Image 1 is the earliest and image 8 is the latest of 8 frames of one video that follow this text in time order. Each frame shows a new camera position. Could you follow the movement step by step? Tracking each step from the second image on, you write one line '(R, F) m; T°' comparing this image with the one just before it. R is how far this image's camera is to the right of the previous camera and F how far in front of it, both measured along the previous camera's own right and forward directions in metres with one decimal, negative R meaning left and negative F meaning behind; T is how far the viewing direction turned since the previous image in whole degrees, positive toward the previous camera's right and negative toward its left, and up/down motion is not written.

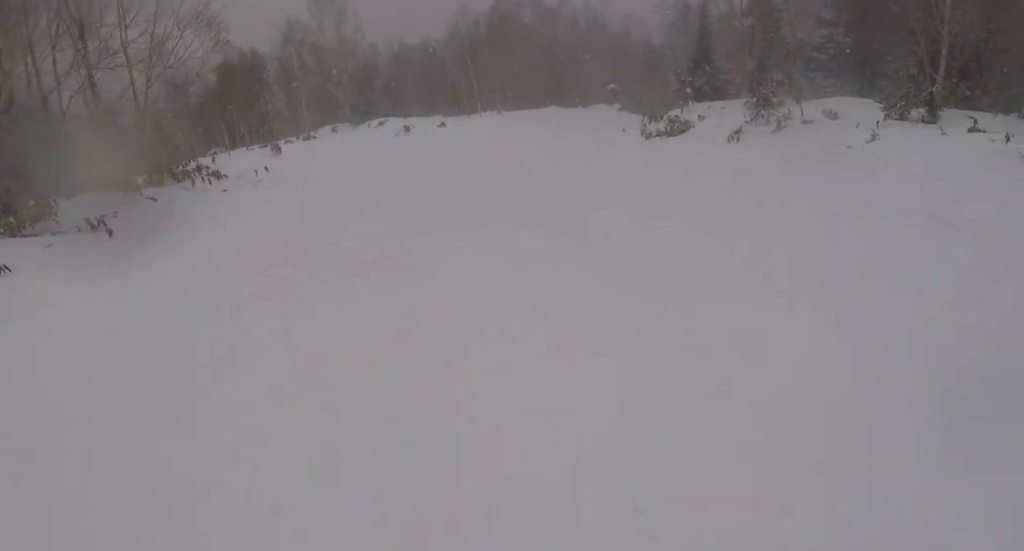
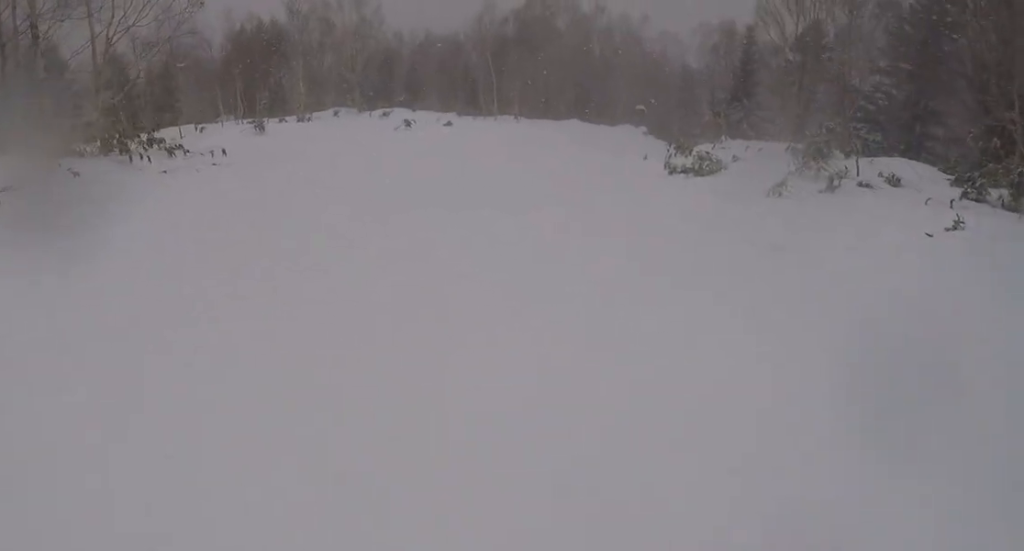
(0.0, +3.4) m; -3°
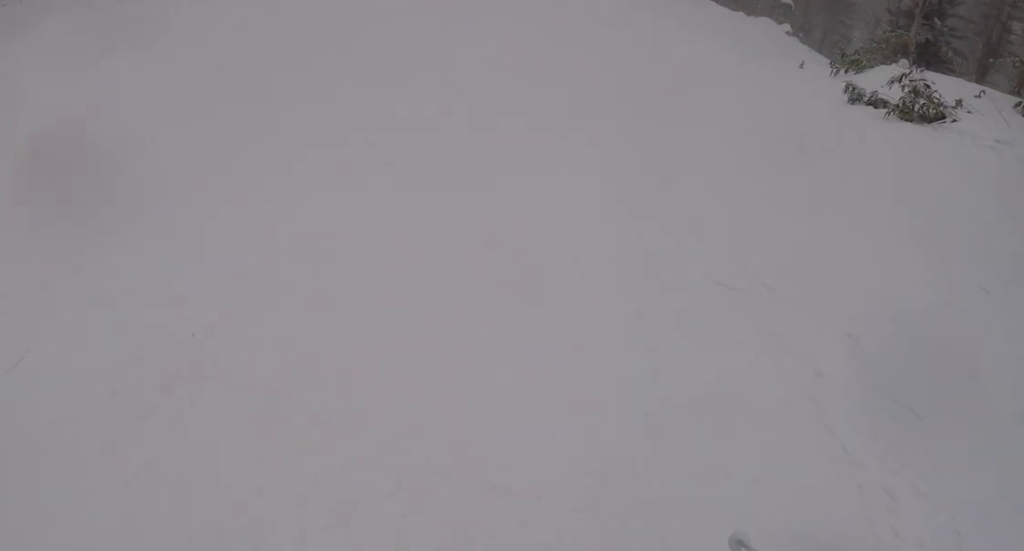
(-1.1, +7.0) m; -11°
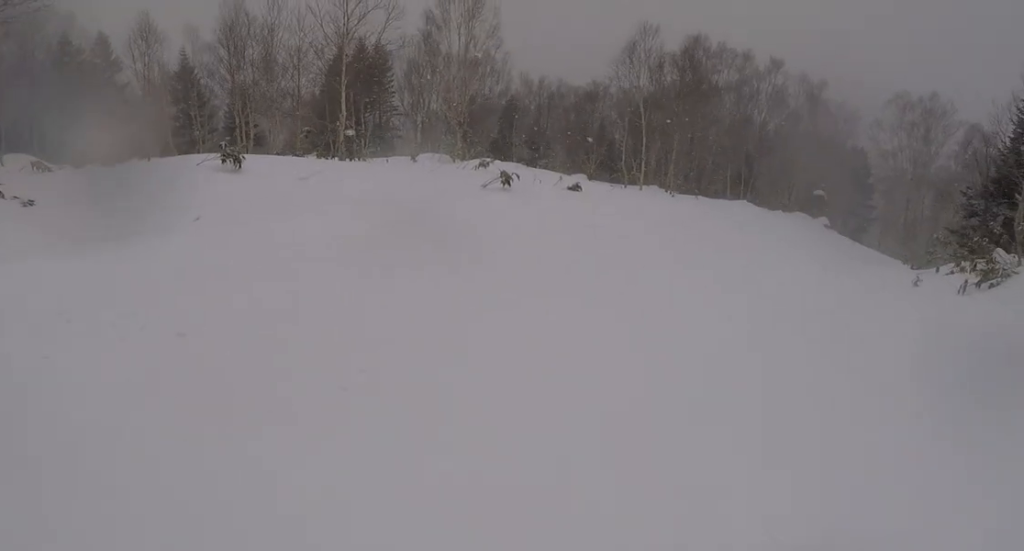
(-0.3, +5.0) m; +4°
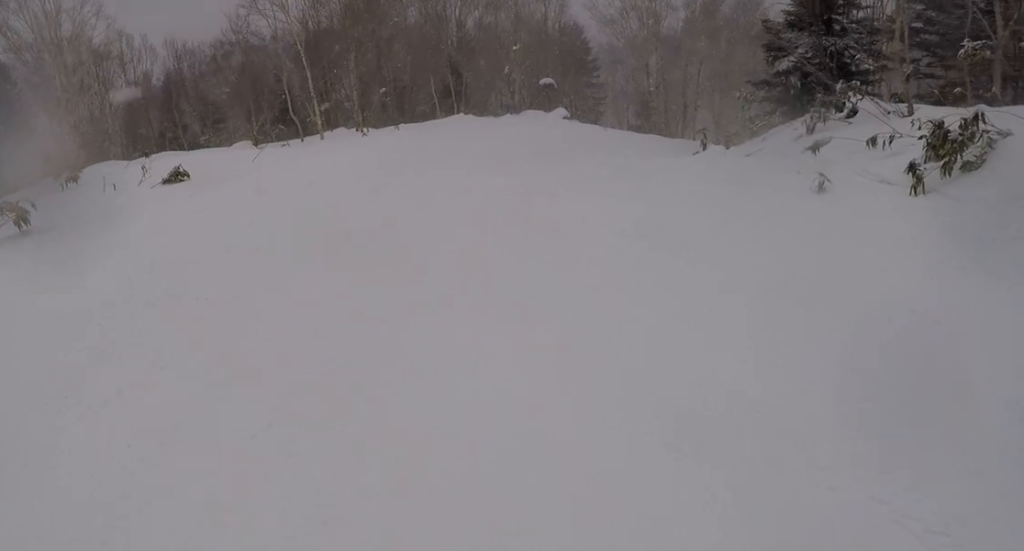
(+1.5, +7.9) m; +11°
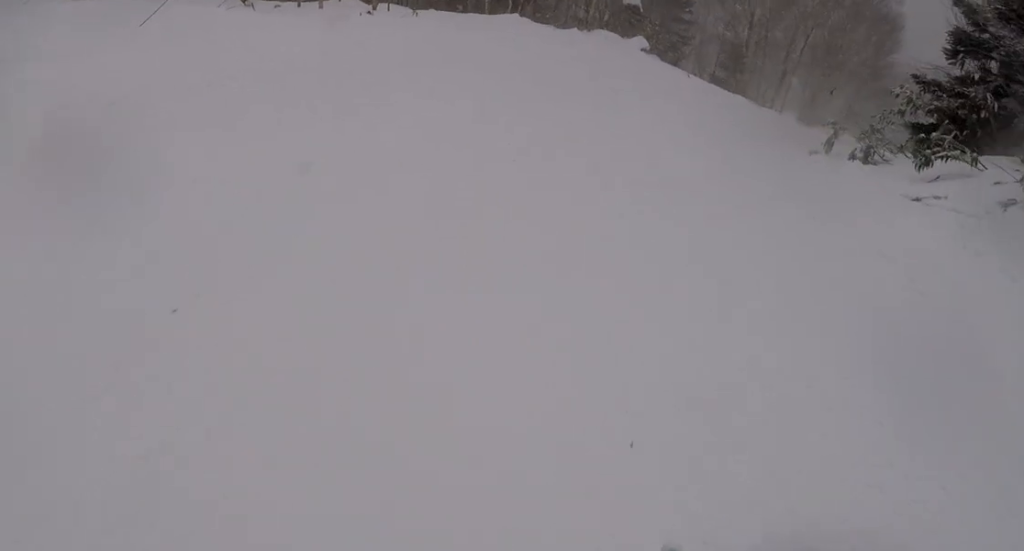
(-0.1, +5.5) m; 0°
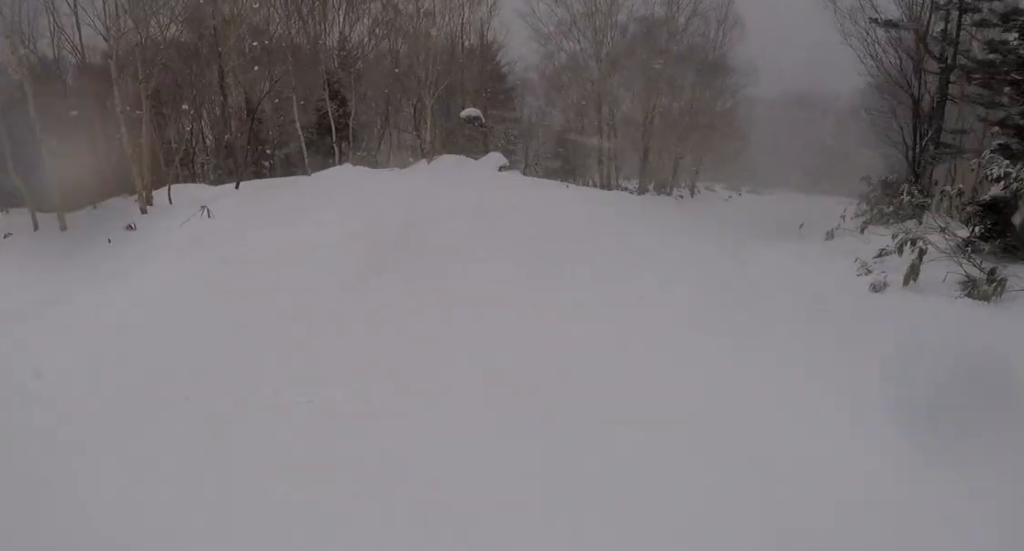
(+0.1, +6.9) m; +10°
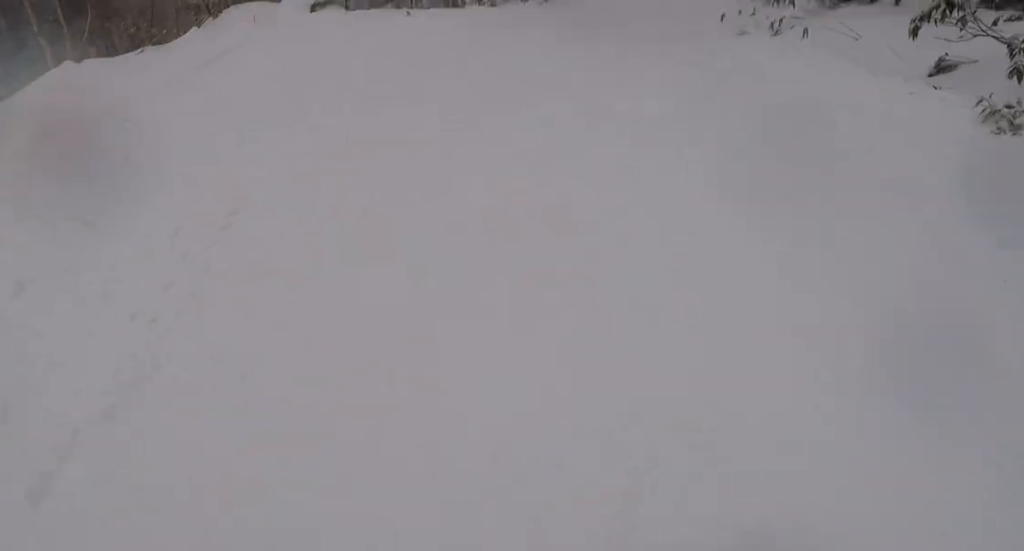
(+0.8, +5.5) m; +14°
